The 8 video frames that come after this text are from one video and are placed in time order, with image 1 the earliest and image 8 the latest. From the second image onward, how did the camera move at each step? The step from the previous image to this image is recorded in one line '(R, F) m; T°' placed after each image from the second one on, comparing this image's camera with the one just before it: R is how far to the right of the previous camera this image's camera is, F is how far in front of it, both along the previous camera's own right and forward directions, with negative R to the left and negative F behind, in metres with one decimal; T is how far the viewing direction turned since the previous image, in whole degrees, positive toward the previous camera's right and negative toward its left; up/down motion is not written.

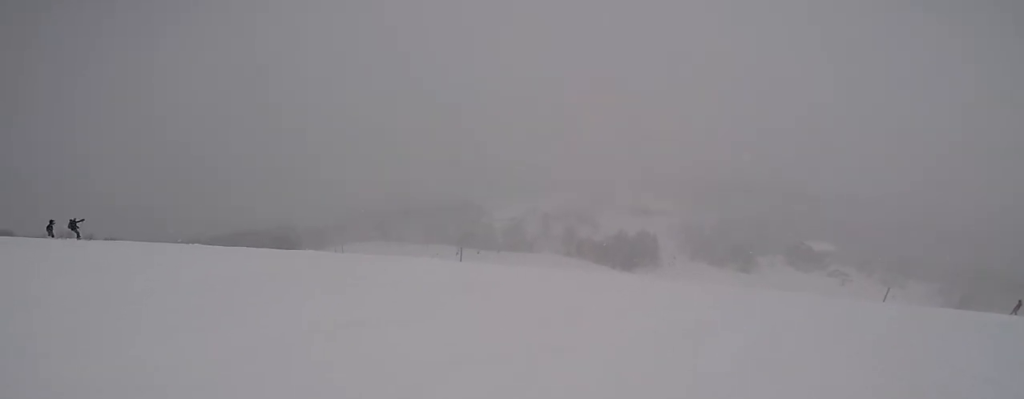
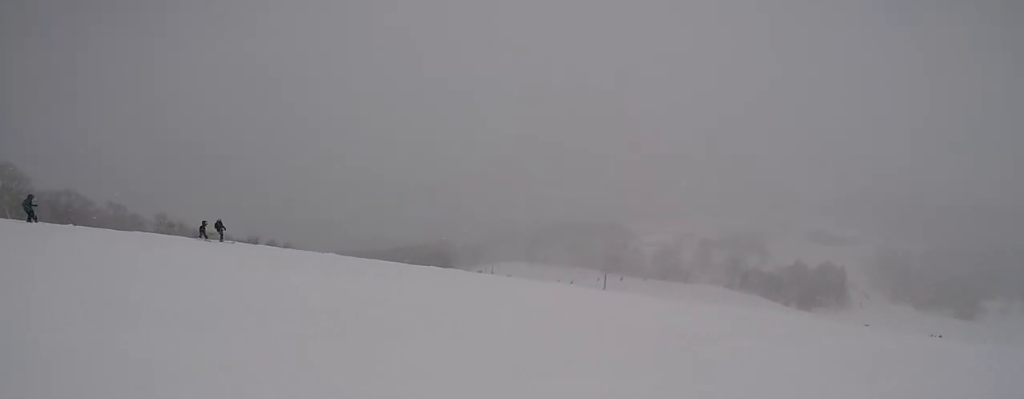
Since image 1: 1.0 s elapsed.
(-1.6, +4.3) m; -28°
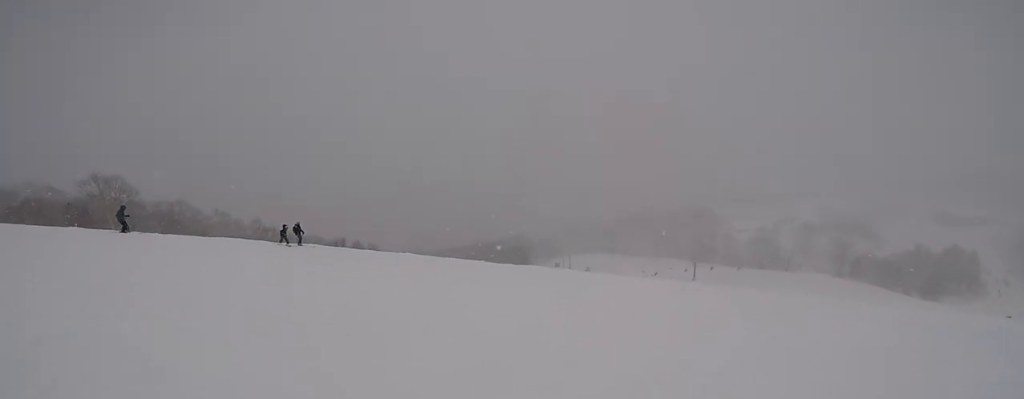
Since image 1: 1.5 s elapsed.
(-0.3, +2.6) m; -5°
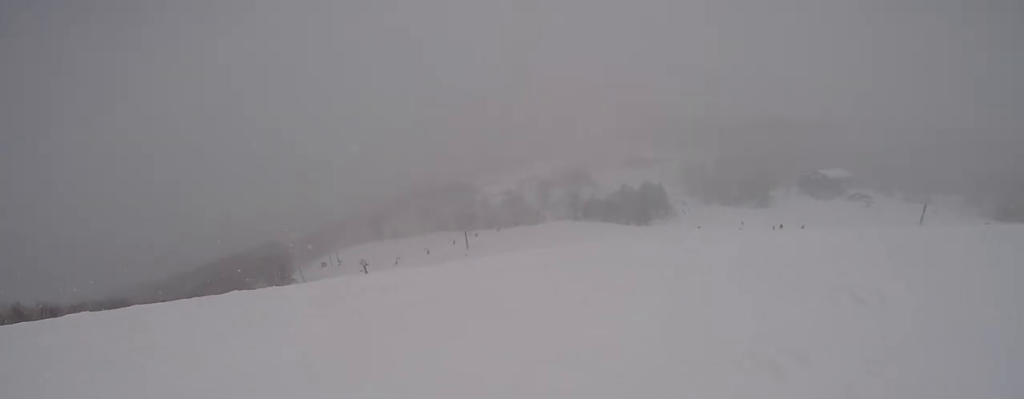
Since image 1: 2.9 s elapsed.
(-0.1, +6.7) m; +19°
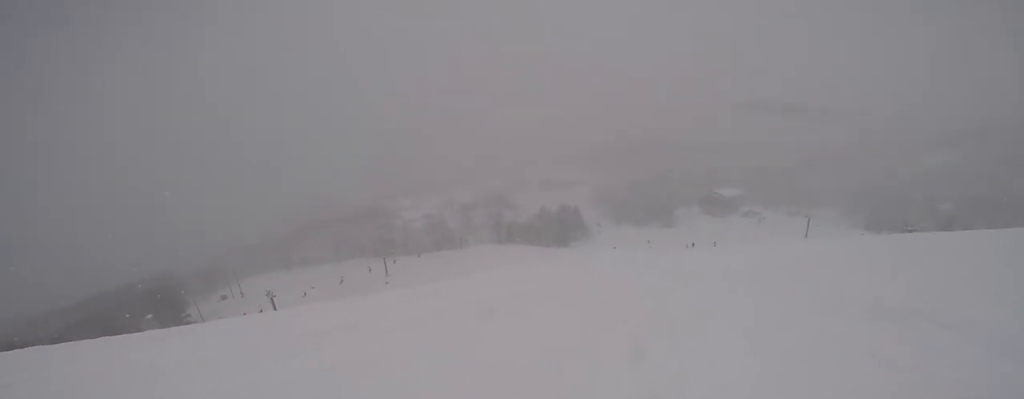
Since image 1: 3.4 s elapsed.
(+0.8, +2.7) m; +11°
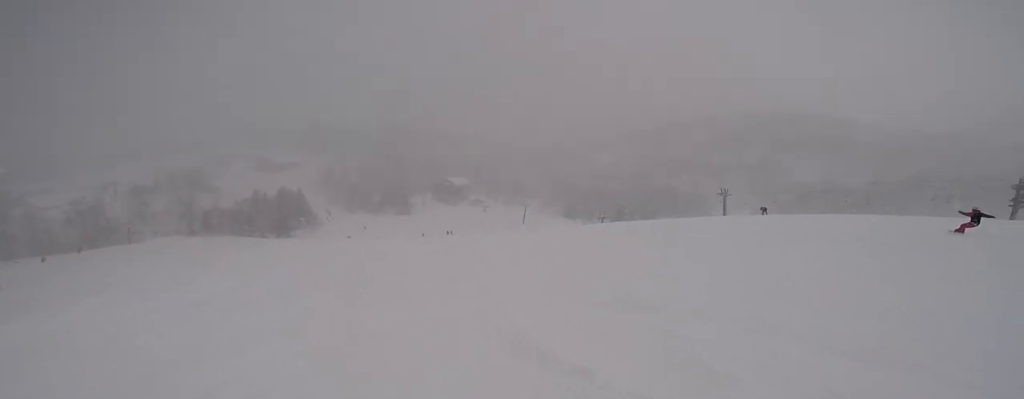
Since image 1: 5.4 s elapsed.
(+3.8, +8.0) m; +63°
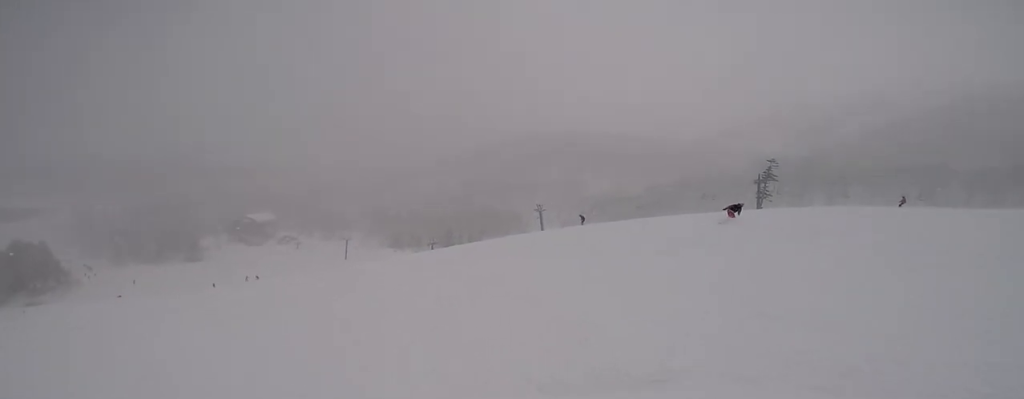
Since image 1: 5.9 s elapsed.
(+0.5, +2.5) m; +15°
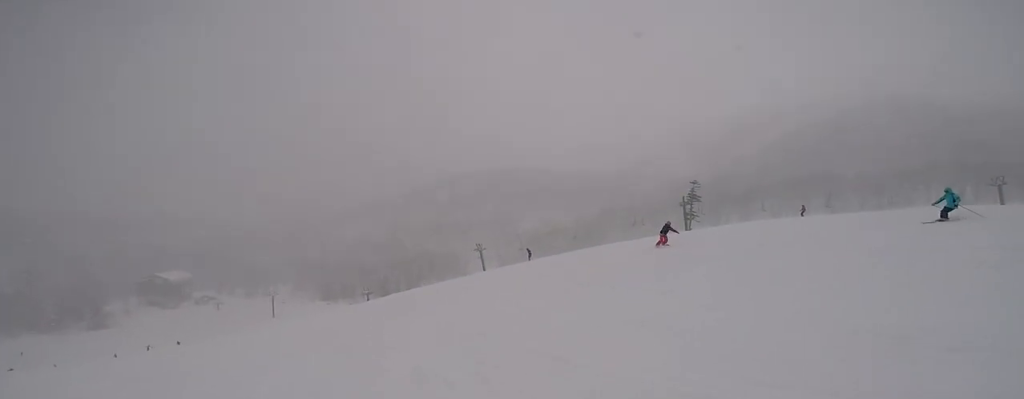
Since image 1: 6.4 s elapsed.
(+0.3, +2.2) m; 0°
